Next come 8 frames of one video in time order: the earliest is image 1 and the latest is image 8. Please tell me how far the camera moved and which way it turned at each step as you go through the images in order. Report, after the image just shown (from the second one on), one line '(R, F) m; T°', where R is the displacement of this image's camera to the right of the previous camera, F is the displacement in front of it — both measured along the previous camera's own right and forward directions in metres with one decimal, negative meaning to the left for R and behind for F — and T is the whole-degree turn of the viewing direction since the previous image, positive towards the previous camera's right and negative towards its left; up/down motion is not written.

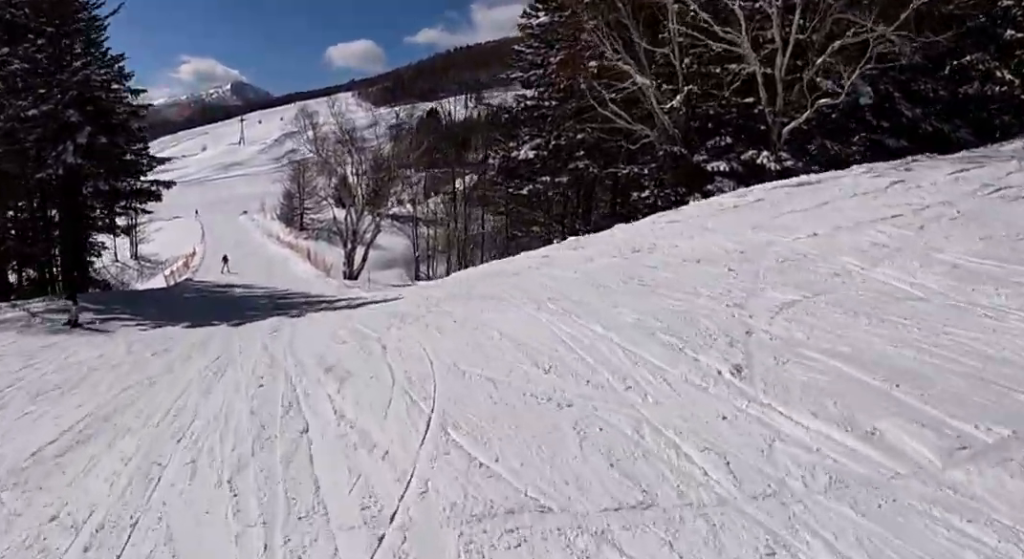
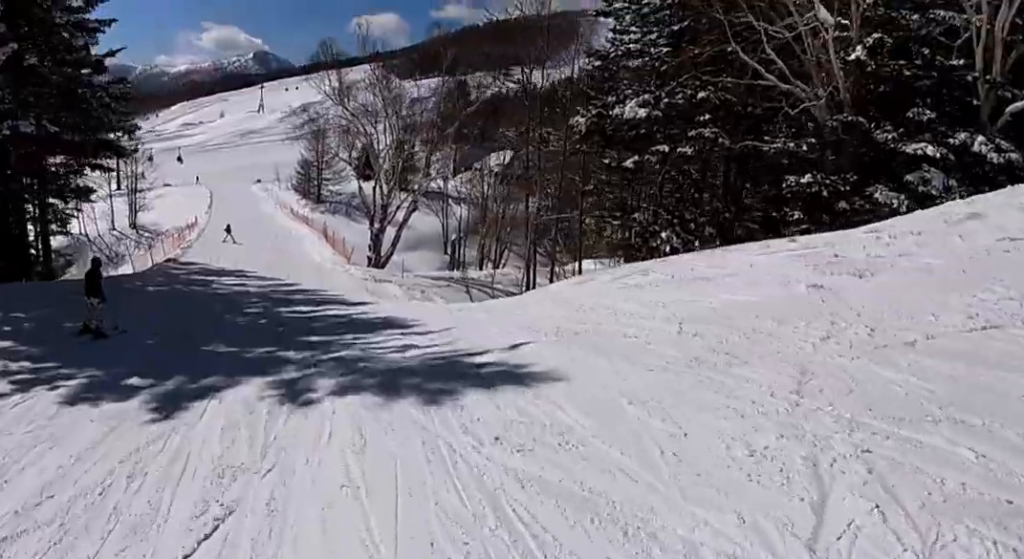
(-0.4, +7.4) m; +1°
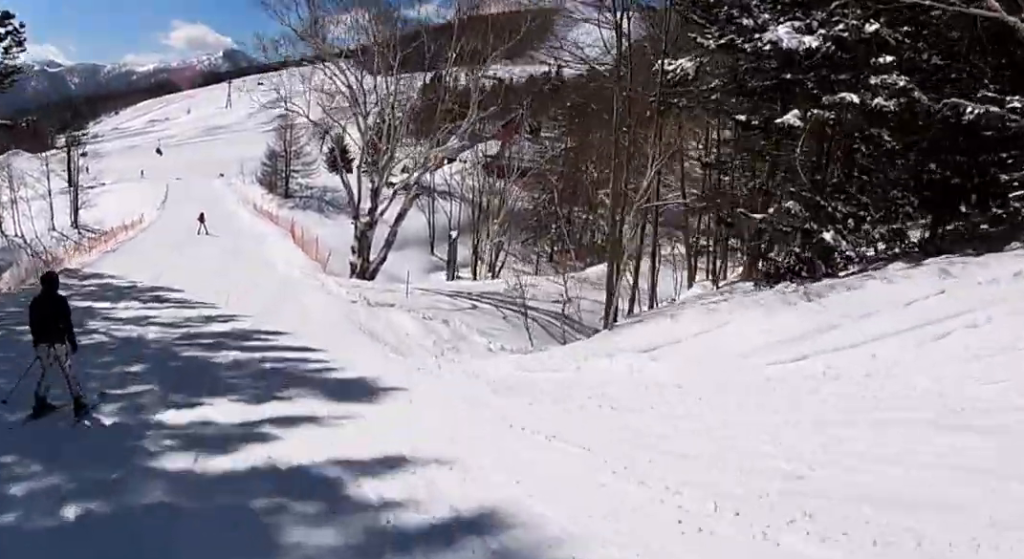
(+0.5, +8.4) m; +1°
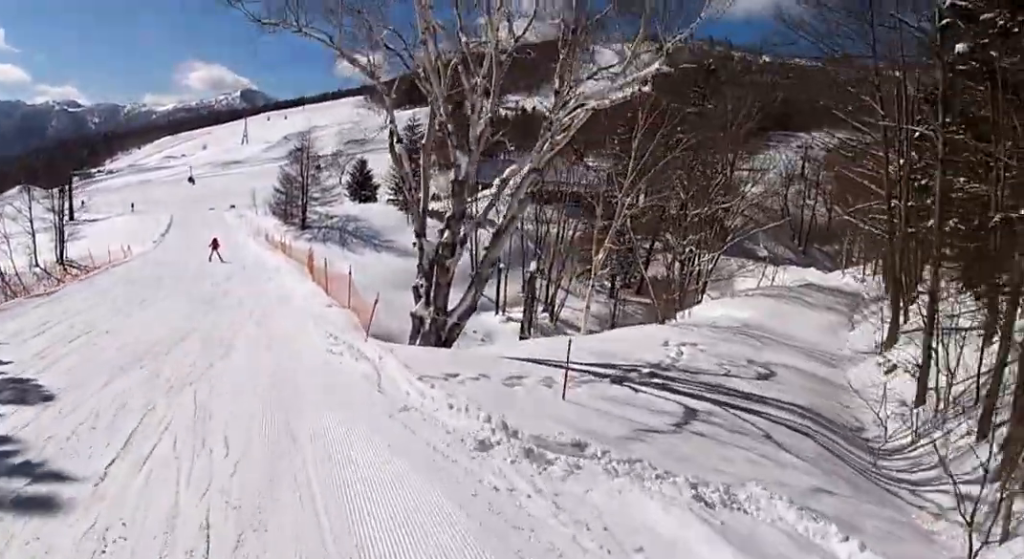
(-0.4, +9.5) m; -2°
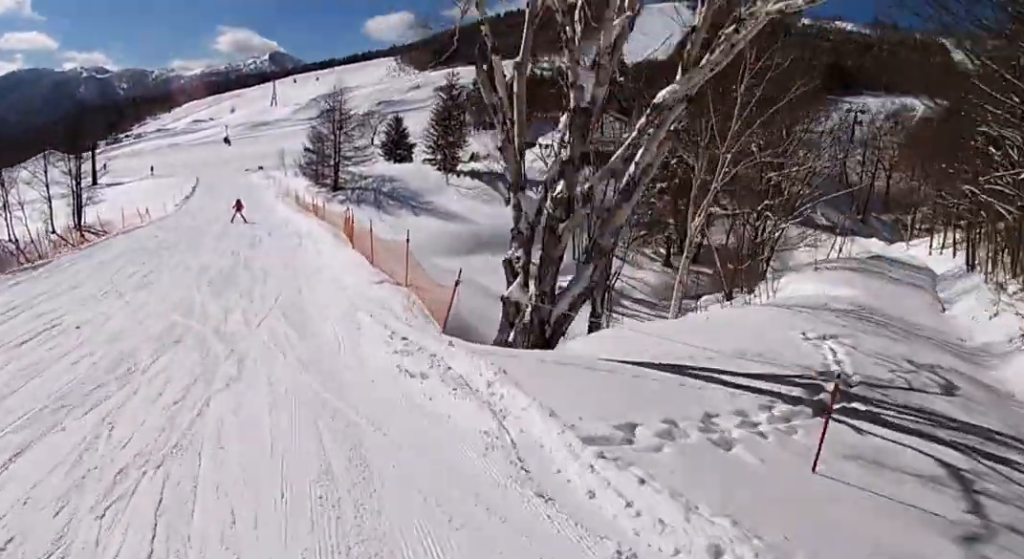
(-0.1, +3.6) m; 0°
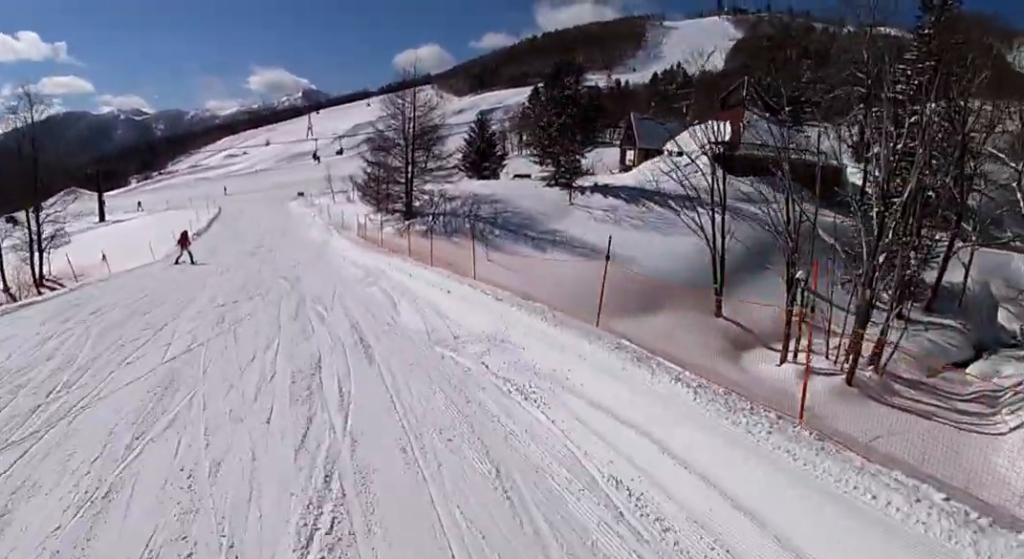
(-1.4, +20.4) m; -7°
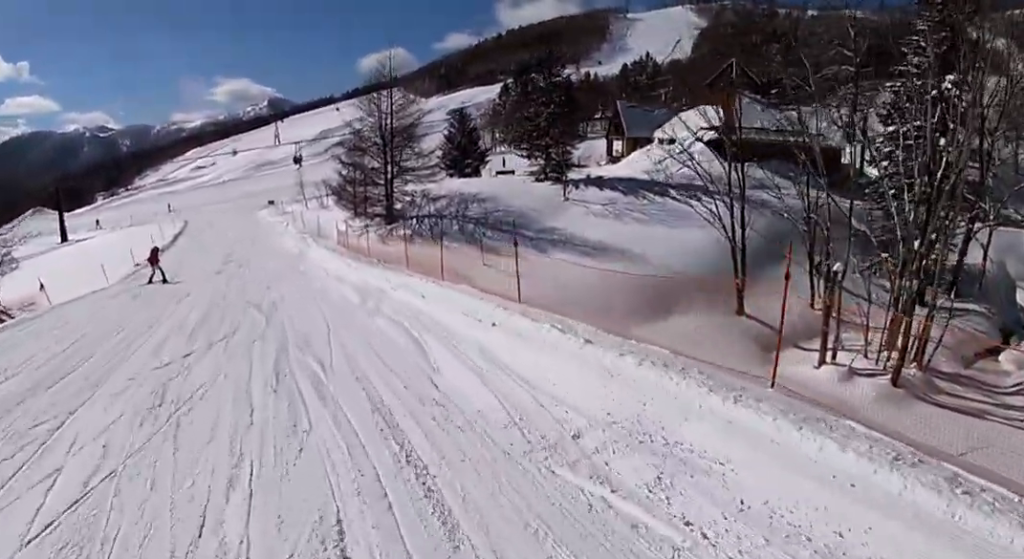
(+0.2, +4.1) m; -1°
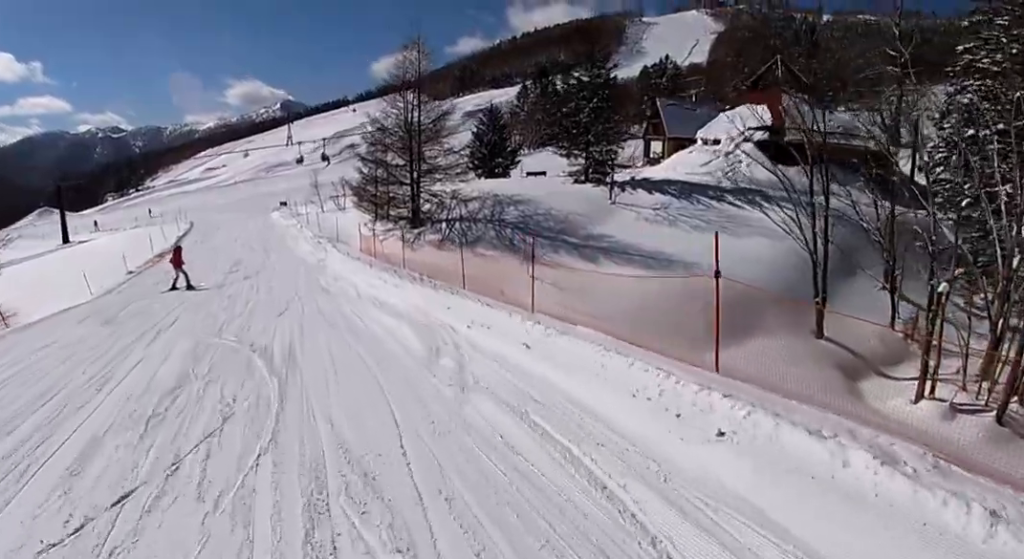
(+0.3, +4.7) m; -1°
